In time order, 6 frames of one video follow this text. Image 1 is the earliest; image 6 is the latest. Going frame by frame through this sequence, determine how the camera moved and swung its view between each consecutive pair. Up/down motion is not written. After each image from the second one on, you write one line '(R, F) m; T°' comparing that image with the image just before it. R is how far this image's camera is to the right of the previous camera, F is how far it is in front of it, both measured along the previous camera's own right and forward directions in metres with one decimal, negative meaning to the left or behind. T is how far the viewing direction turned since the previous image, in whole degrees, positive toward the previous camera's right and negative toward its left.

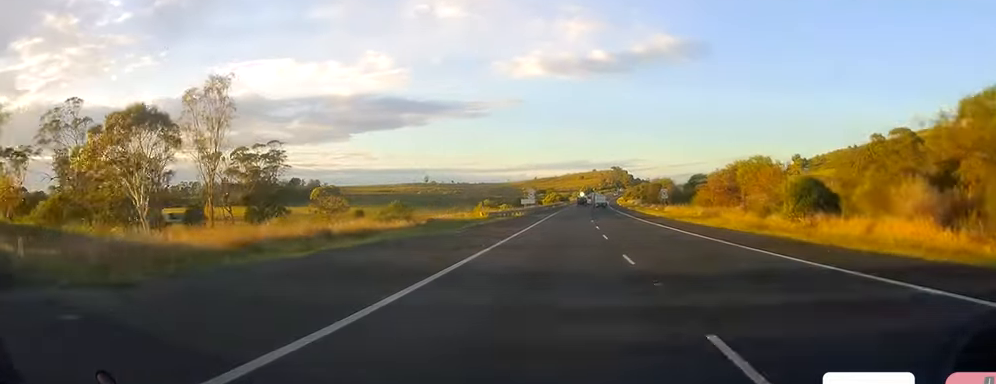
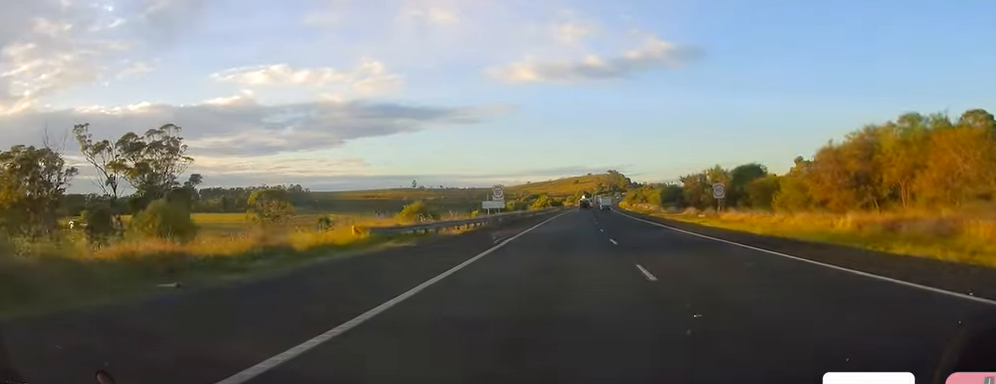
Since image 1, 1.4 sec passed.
(-1.0, +39.0) m; -1°
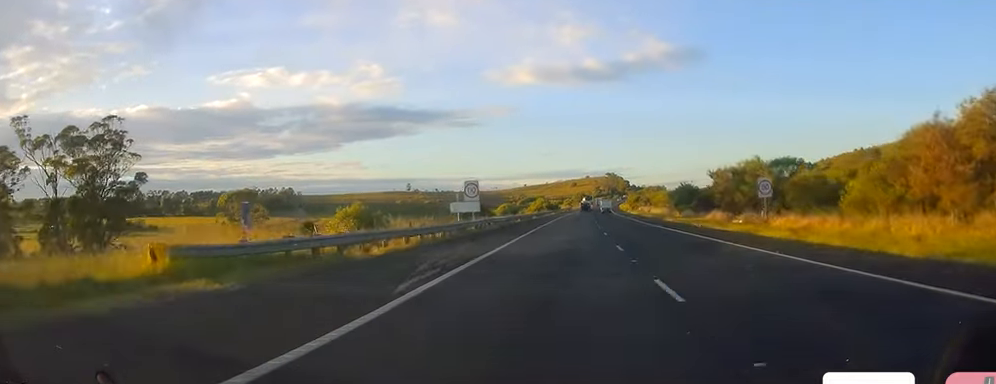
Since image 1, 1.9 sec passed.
(+0.1, +14.8) m; +1°
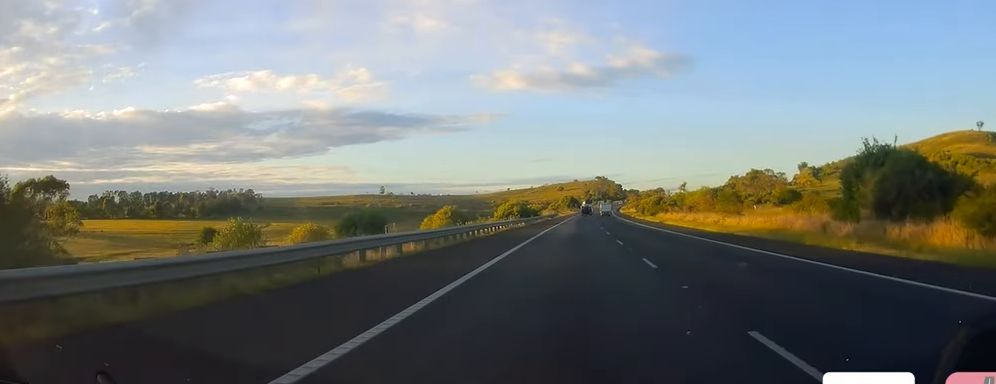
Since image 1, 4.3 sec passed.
(+1.5, +64.9) m; +2°
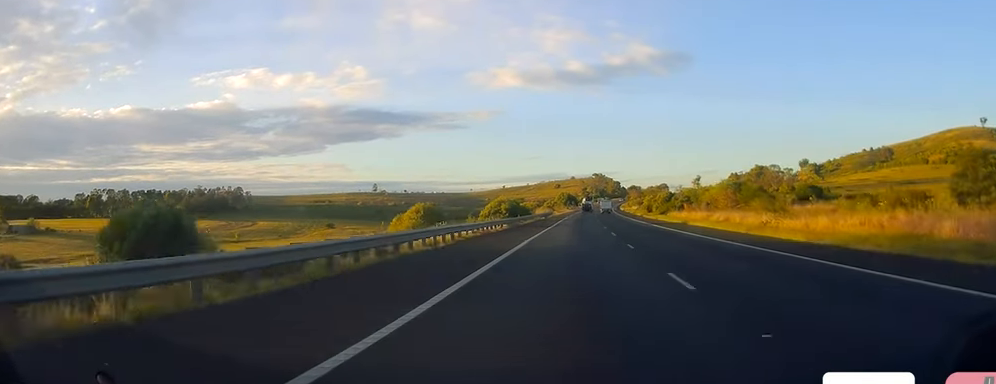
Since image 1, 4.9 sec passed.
(+0.4, +16.7) m; 0°
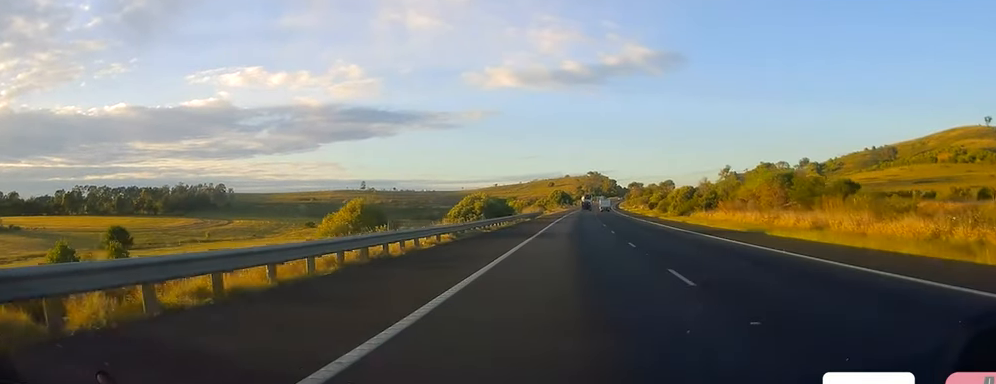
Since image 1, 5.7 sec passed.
(0.0, +23.3) m; 0°
